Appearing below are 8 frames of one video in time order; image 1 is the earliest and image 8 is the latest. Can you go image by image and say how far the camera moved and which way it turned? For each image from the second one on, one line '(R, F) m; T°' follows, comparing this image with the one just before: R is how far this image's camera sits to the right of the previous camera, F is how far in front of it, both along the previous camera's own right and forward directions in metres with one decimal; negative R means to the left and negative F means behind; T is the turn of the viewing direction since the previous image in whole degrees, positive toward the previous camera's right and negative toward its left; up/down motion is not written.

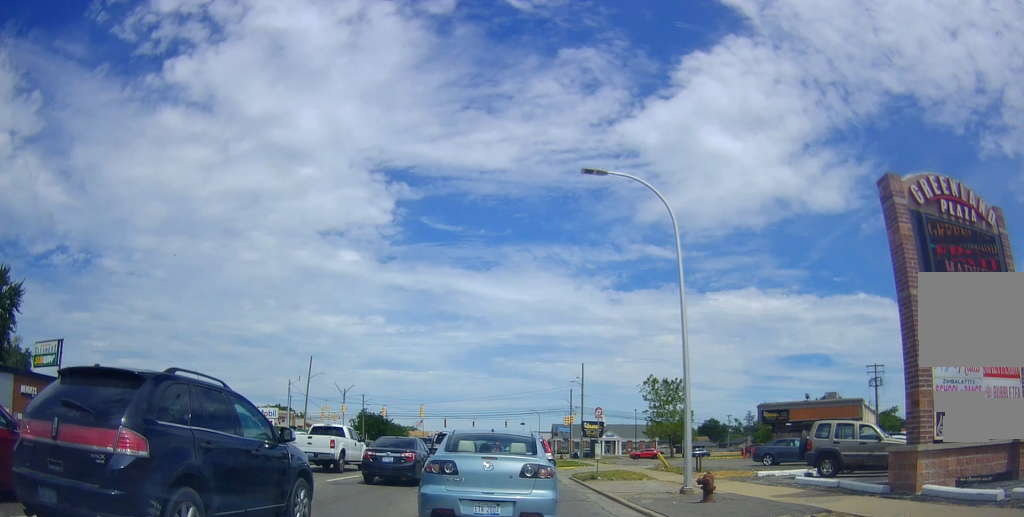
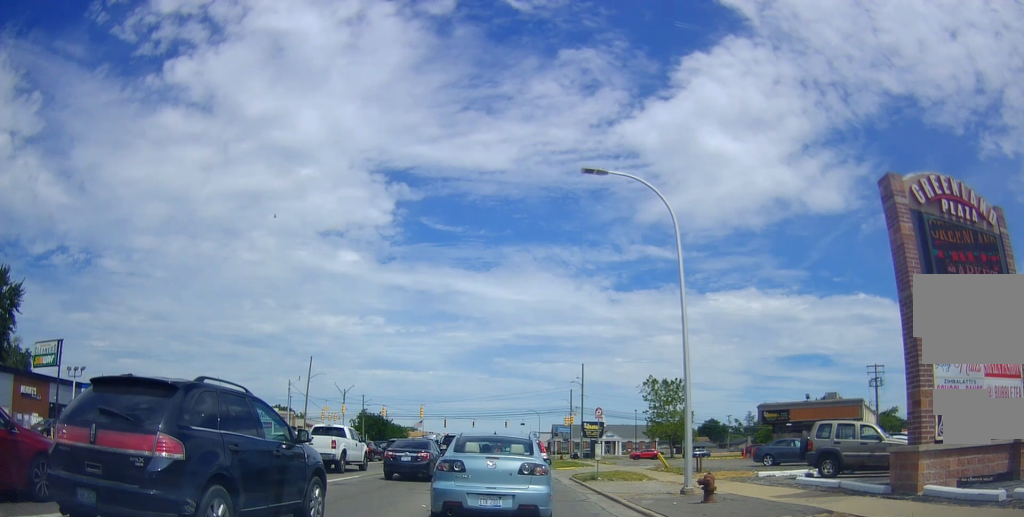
(0.0, 0.0) m; 0°
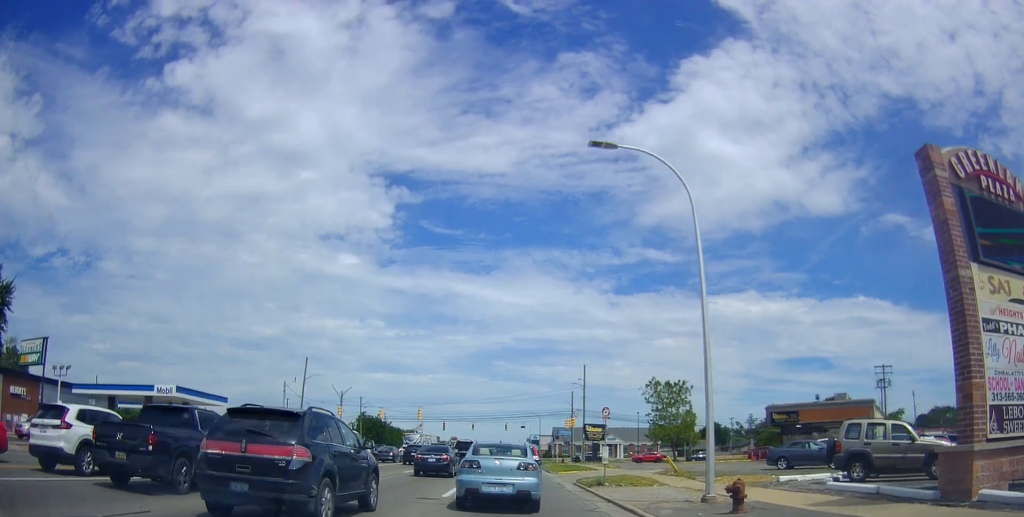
(-0.2, +0.3) m; 0°
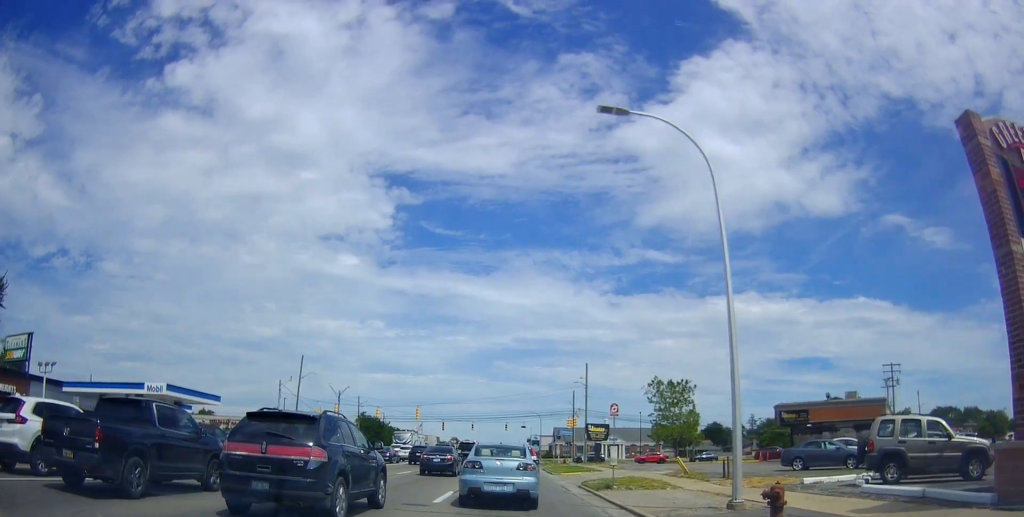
(-0.2, +0.3) m; 0°
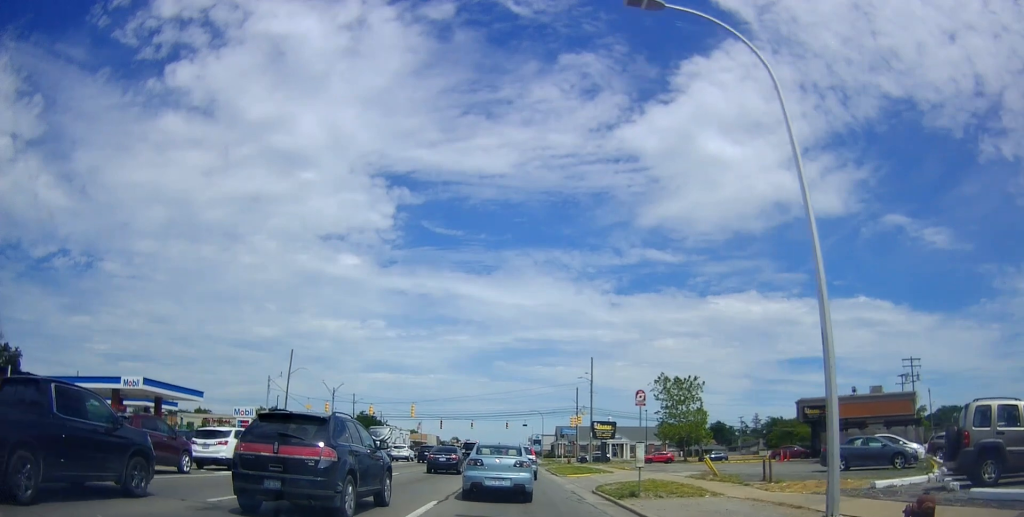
(-0.2, +0.8) m; 0°
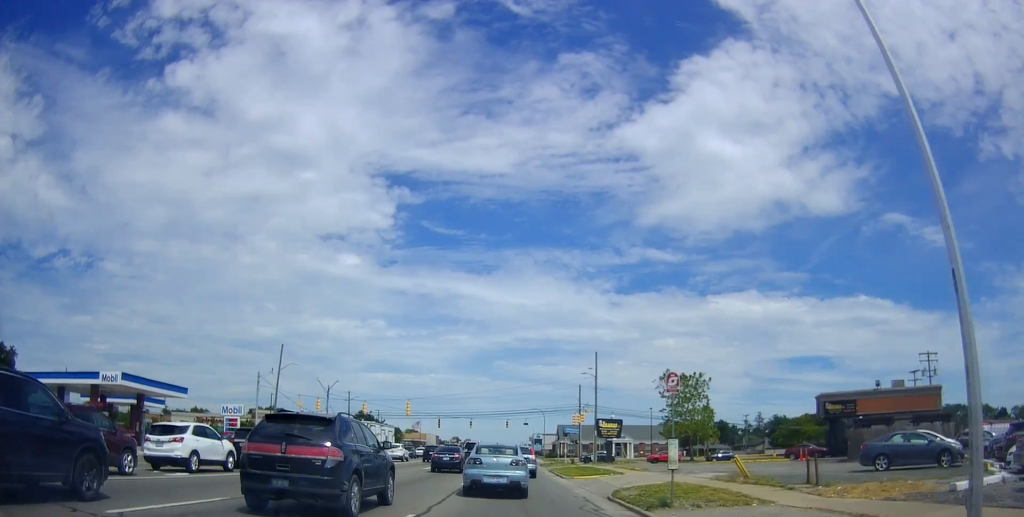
(0.0, +1.1) m; 0°
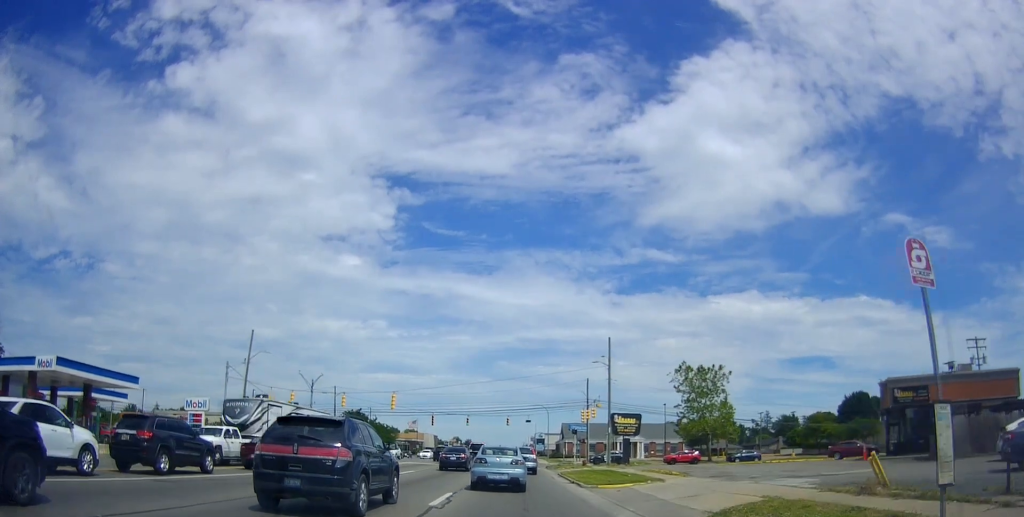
(-0.2, +6.1) m; -2°
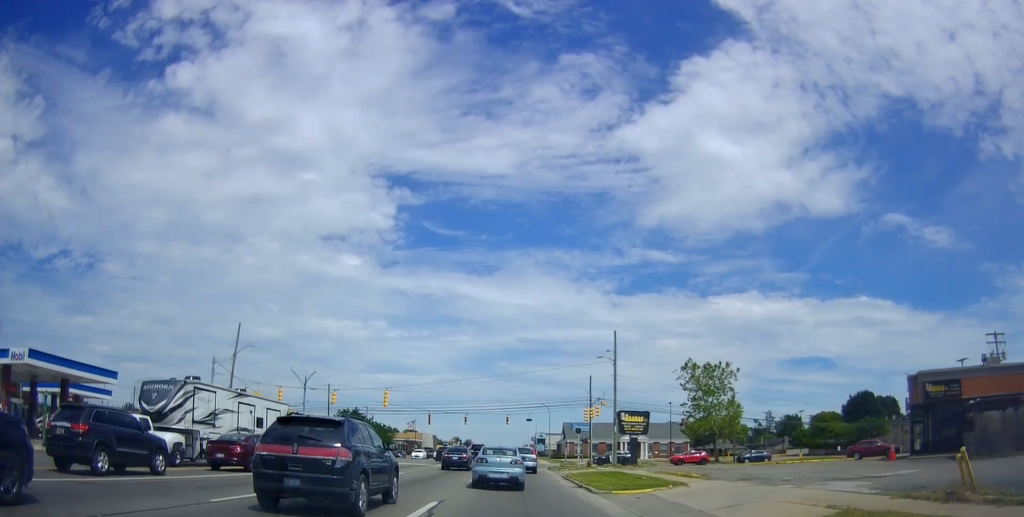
(-0.2, +2.6) m; +1°
